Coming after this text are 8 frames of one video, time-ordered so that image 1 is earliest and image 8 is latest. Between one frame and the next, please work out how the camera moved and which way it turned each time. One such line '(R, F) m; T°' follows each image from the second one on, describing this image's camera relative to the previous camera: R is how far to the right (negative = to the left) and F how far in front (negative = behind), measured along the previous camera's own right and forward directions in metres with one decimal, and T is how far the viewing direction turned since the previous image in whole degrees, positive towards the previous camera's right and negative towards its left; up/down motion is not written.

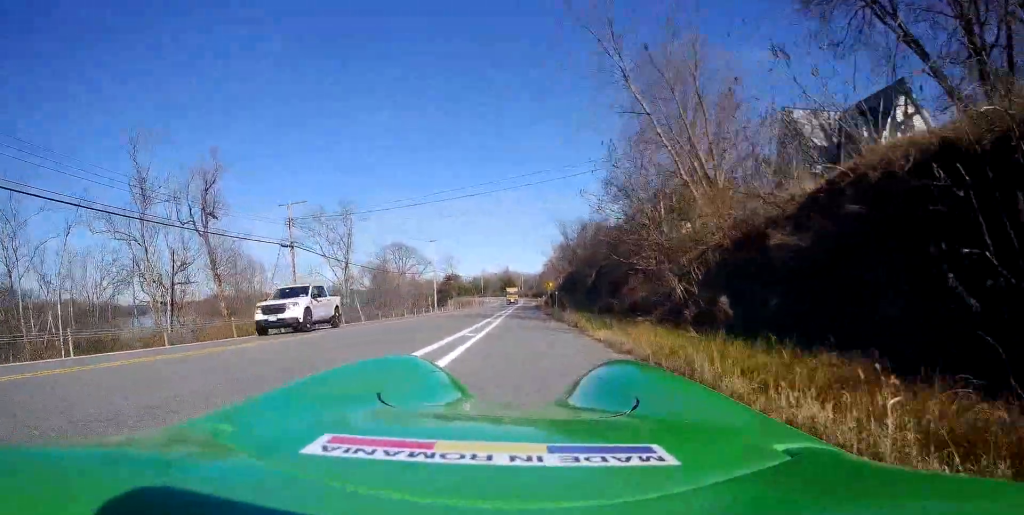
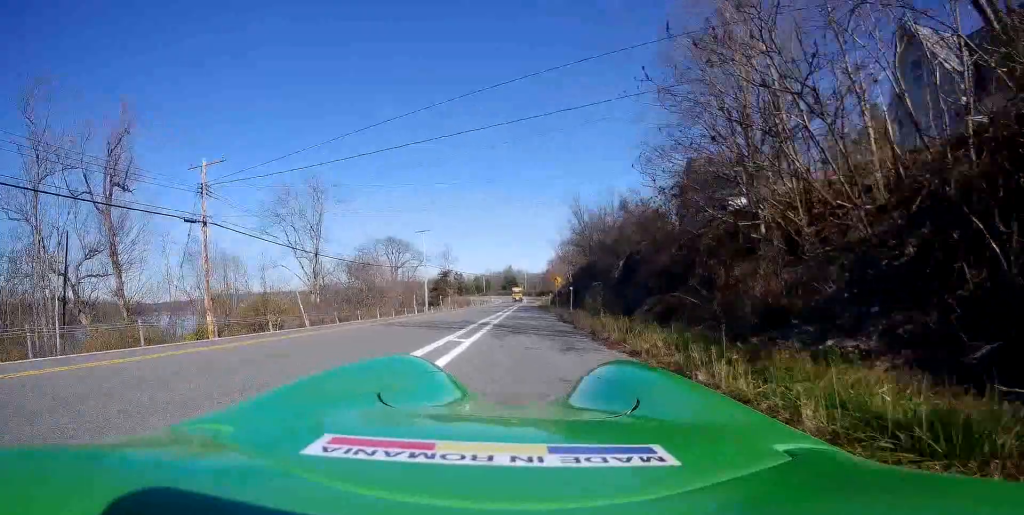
(+0.1, +12.4) m; +1°
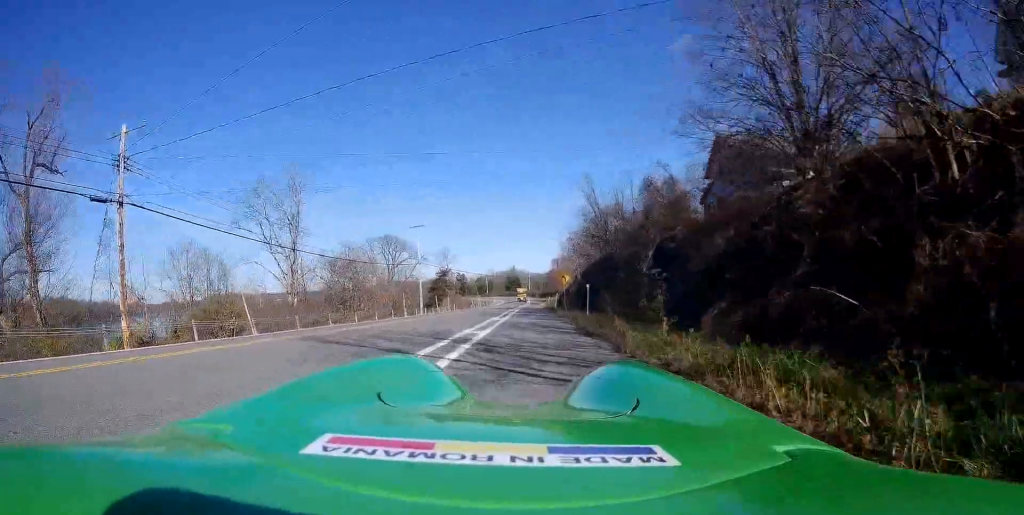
(0.0, +7.9) m; 0°
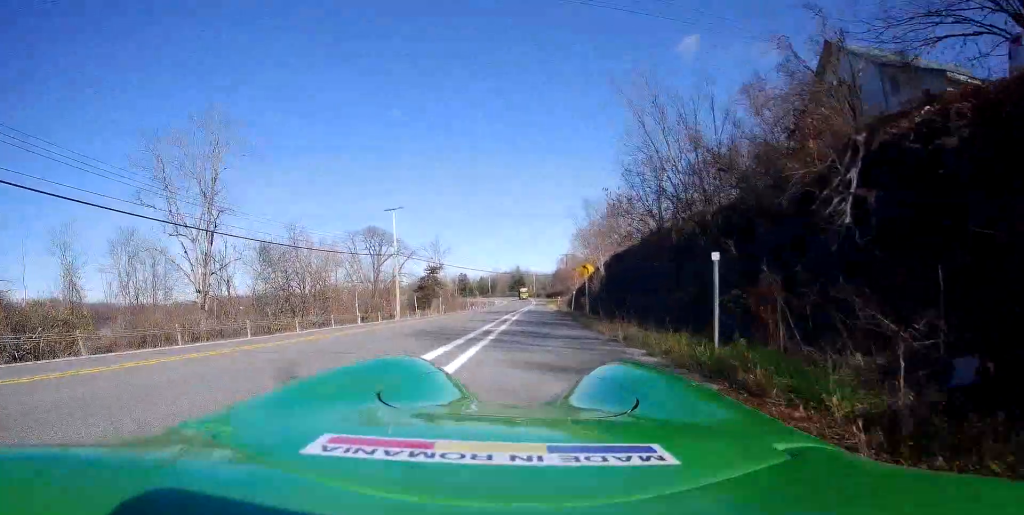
(0.0, +17.4) m; -2°
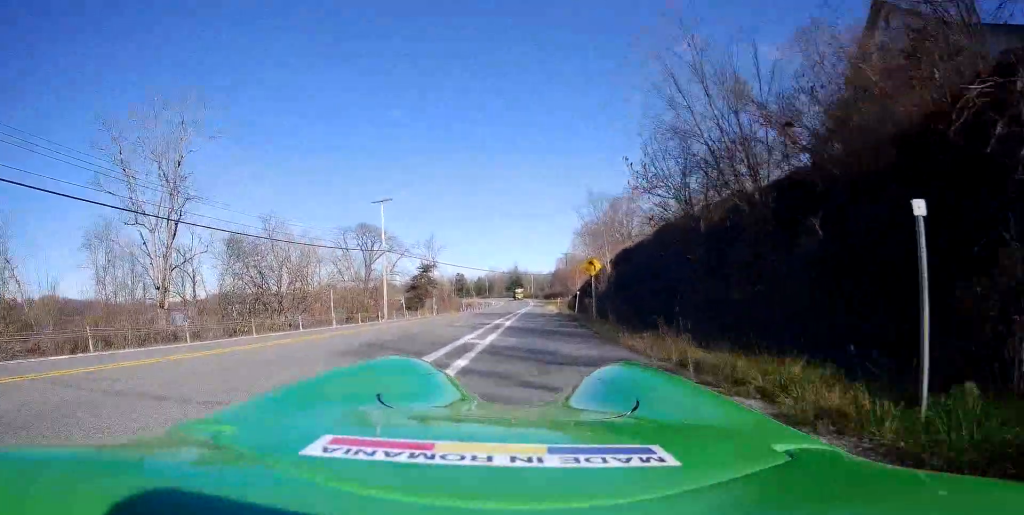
(-0.1, +4.3) m; 0°
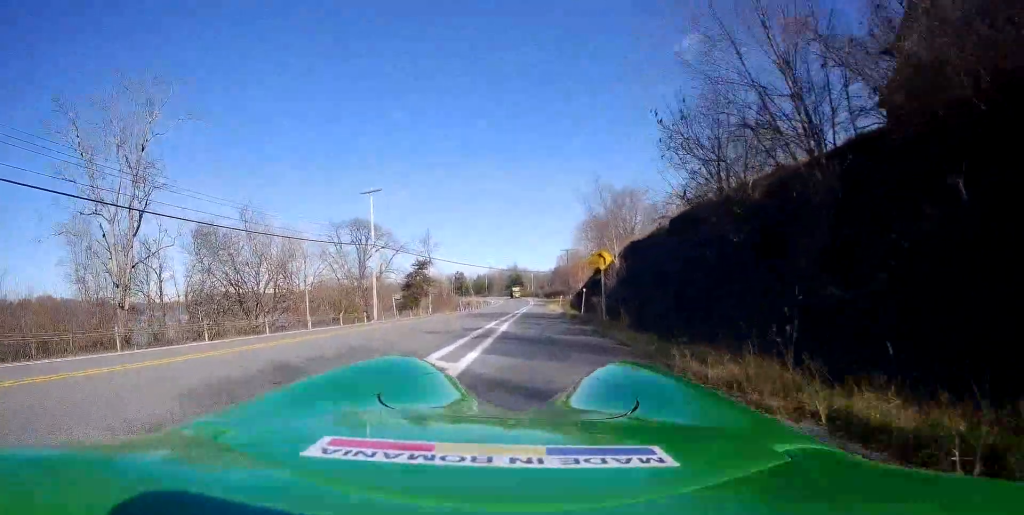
(-0.1, +3.9) m; 0°
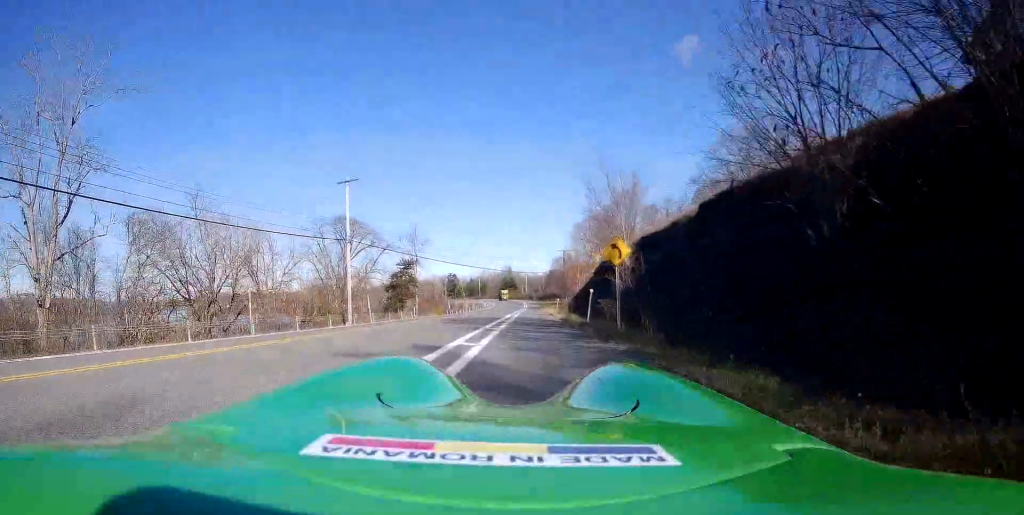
(0.0, +5.6) m; 0°
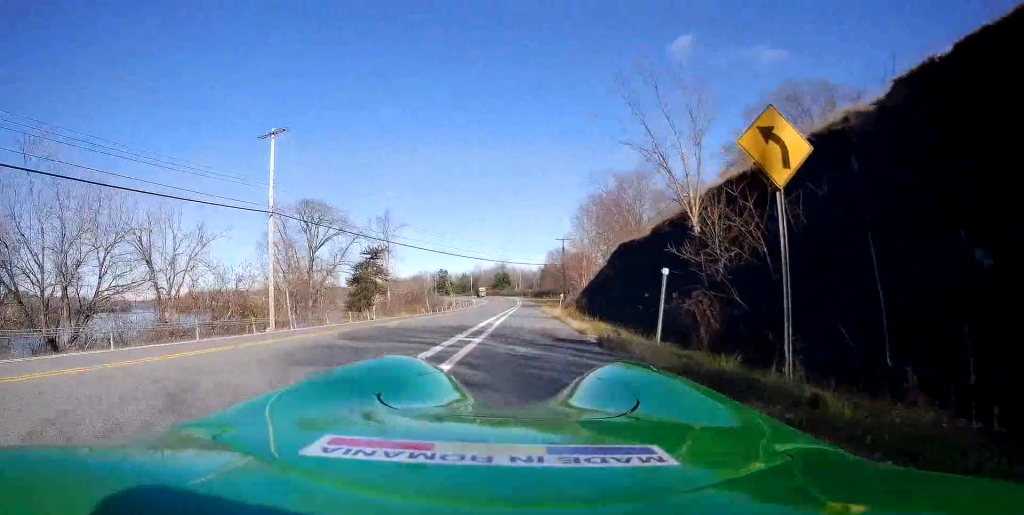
(+0.1, +14.0) m; +2°
